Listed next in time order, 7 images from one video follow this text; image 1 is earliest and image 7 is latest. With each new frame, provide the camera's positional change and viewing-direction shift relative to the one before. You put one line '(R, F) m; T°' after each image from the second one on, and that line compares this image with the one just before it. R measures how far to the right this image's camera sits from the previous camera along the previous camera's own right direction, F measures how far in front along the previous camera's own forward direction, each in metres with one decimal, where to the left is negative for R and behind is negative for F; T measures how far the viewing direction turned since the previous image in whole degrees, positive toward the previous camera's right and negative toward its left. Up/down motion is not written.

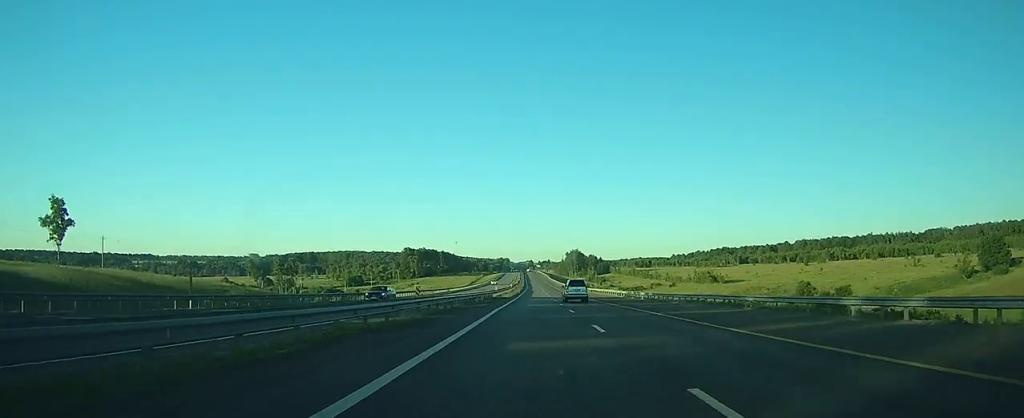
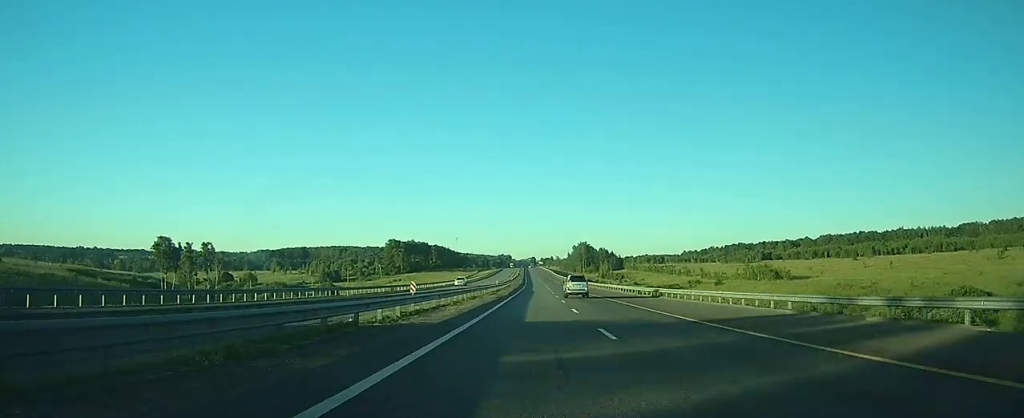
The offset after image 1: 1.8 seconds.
(-0.1, +50.4) m; 0°
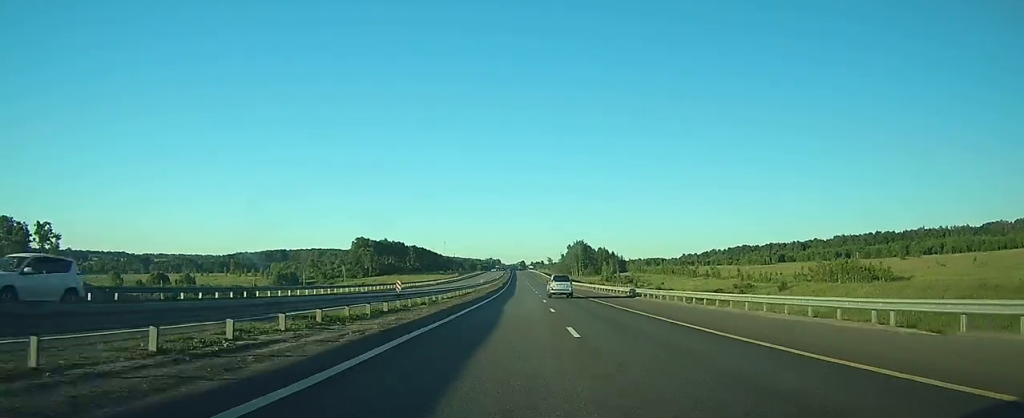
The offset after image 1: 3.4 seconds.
(-0.2, +47.6) m; 0°
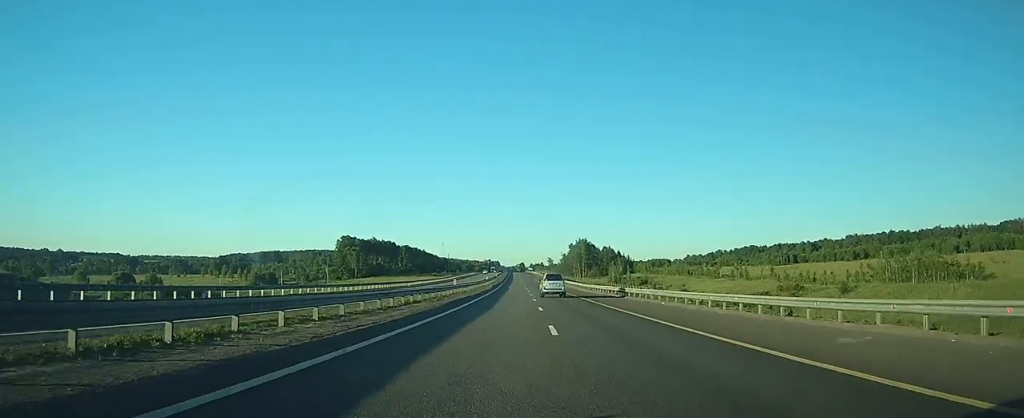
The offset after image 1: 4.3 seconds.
(0.0, +23.5) m; 0°
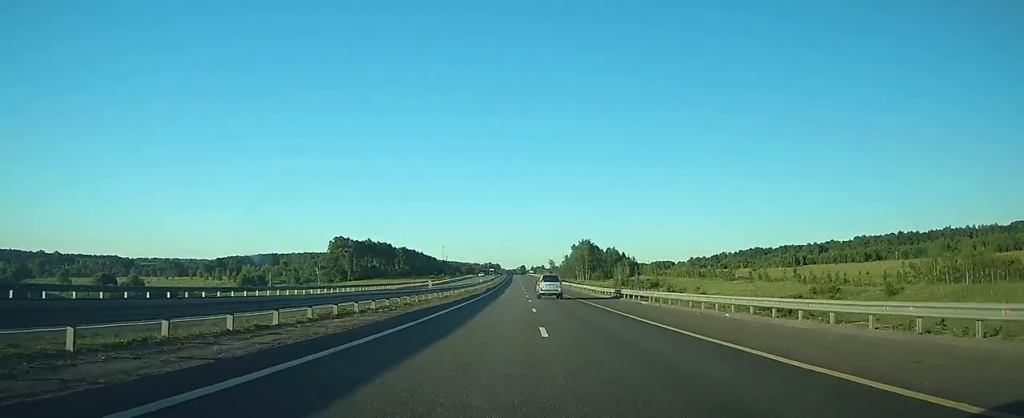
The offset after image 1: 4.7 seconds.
(0.0, +12.2) m; 0°
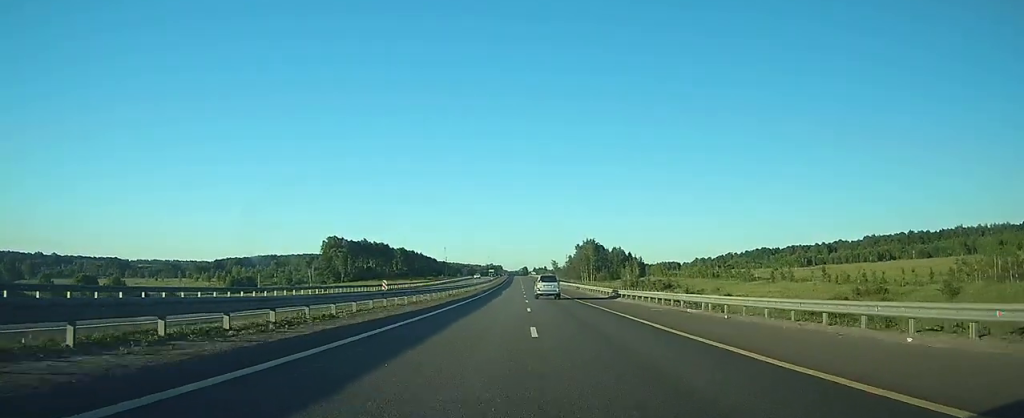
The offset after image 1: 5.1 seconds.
(0.0, +12.1) m; 0°
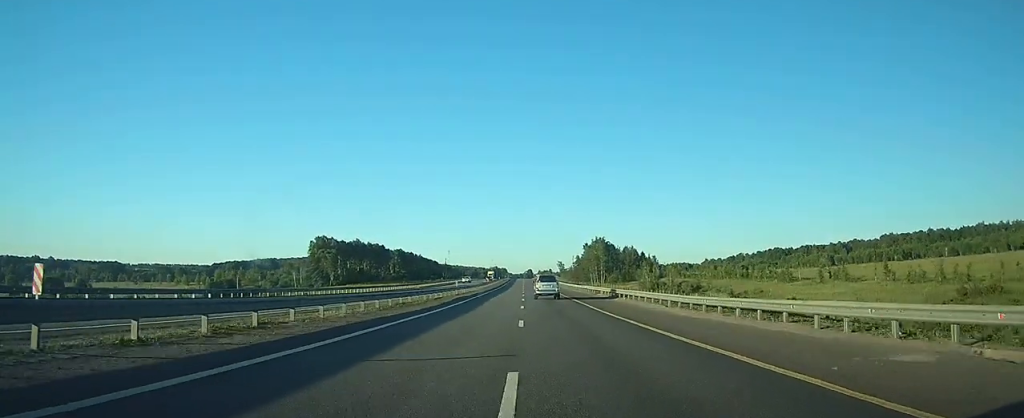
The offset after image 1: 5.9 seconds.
(0.0, +20.4) m; 0°
